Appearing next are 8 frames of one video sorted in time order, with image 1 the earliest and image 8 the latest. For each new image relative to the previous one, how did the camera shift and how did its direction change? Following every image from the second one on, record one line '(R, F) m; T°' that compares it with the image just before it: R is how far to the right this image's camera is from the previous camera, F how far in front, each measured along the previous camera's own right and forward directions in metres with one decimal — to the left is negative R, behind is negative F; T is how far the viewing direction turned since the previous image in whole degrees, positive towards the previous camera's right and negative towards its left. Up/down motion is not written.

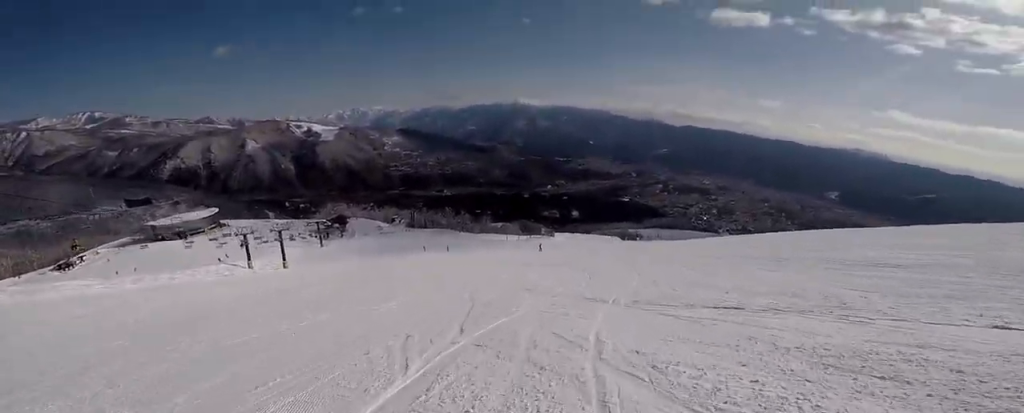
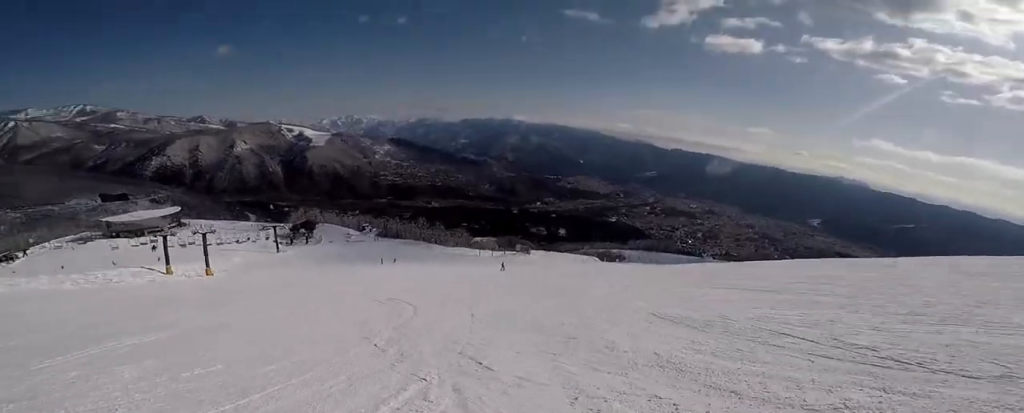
(+2.3, +11.1) m; +20°
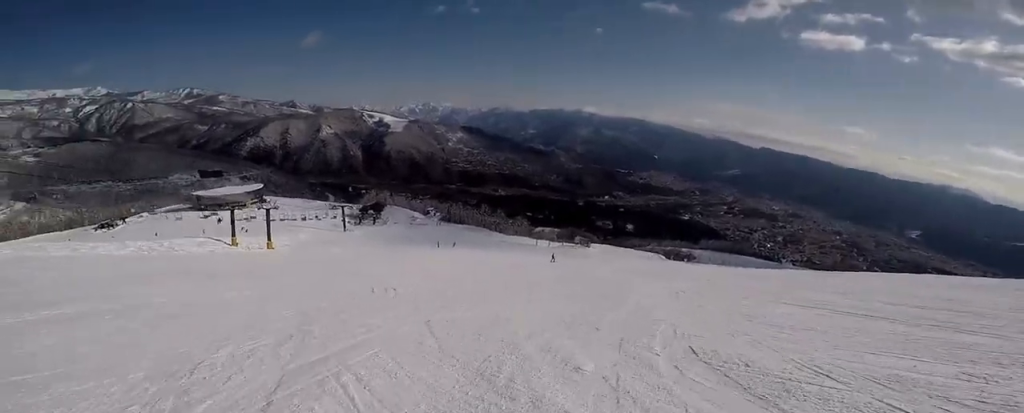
(+0.1, +3.7) m; -6°
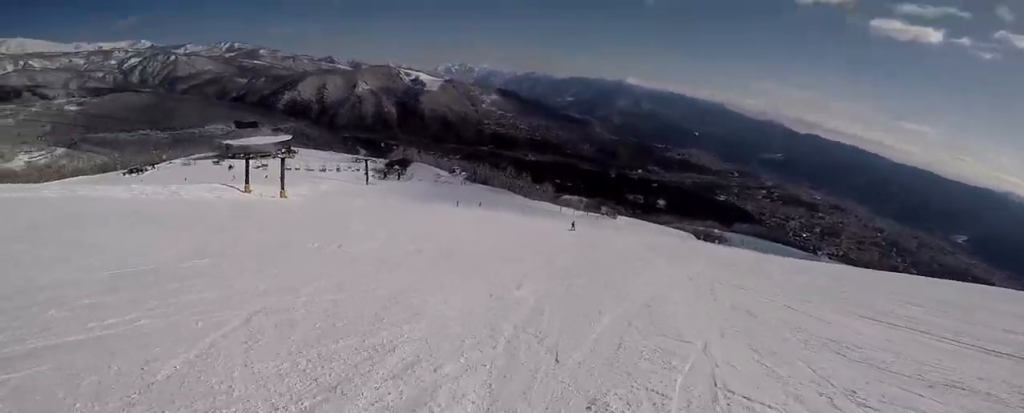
(+0.4, +3.4) m; -12°
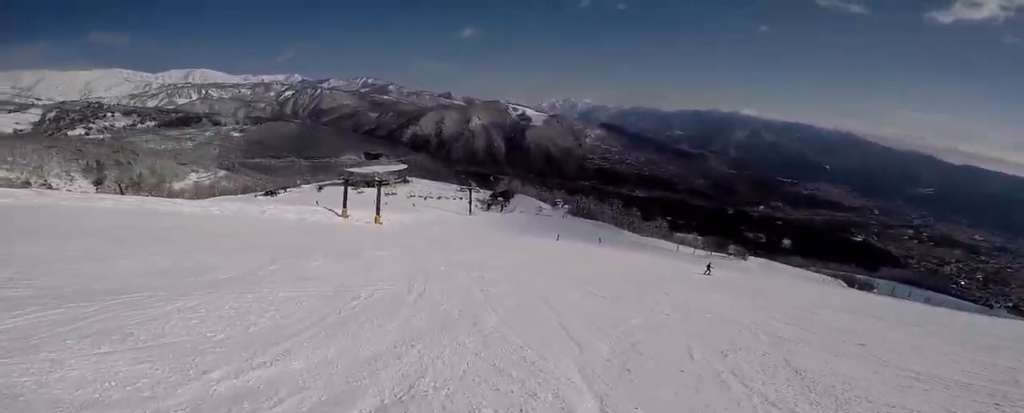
(-3.5, +8.2) m; -50°
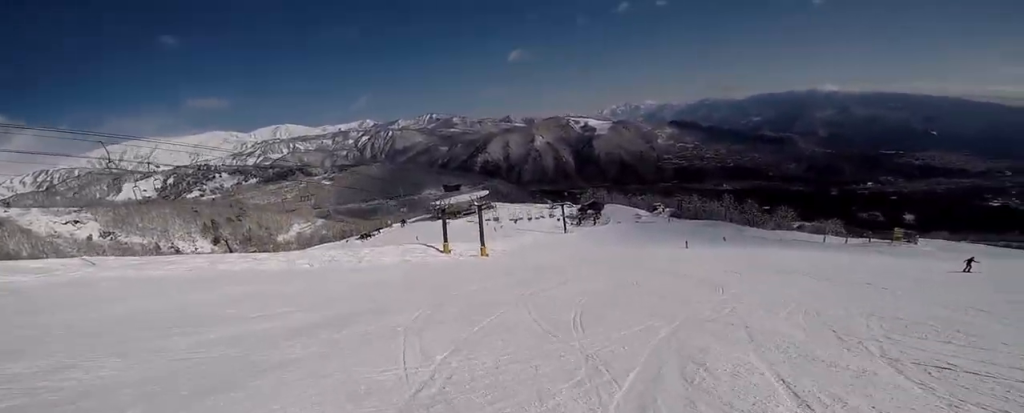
(-4.2, +12.5) m; -11°
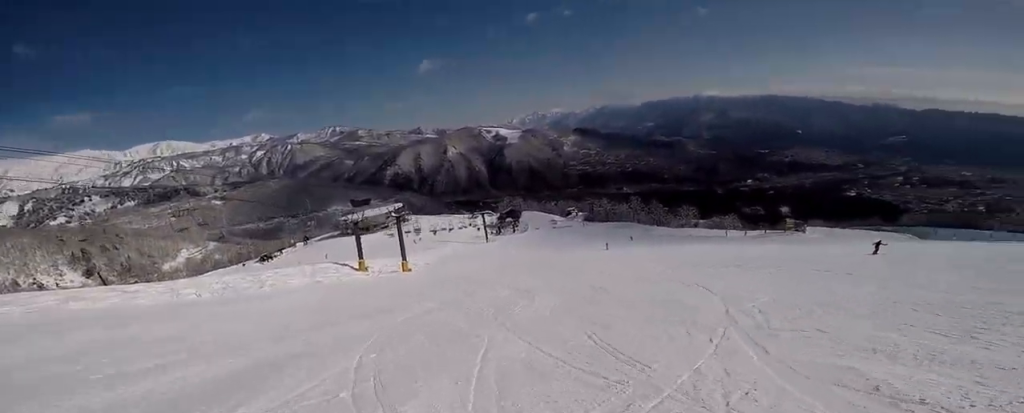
(+0.2, +3.2) m; +10°
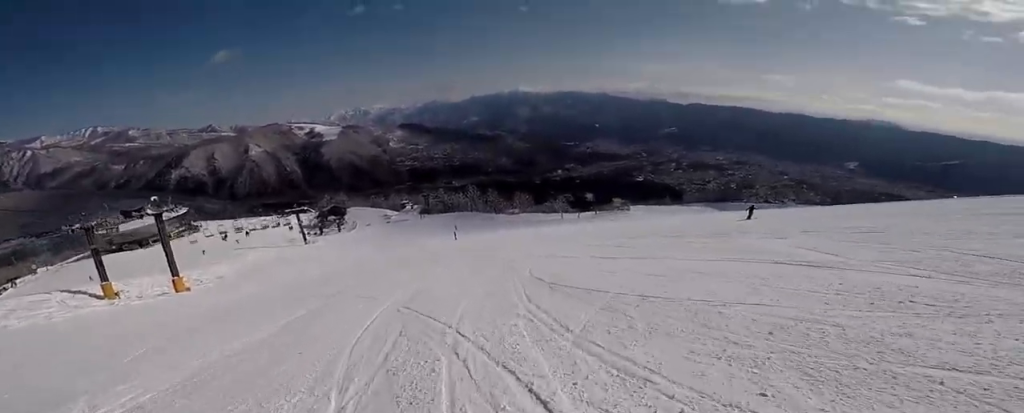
(+2.8, +8.2) m; +35°
